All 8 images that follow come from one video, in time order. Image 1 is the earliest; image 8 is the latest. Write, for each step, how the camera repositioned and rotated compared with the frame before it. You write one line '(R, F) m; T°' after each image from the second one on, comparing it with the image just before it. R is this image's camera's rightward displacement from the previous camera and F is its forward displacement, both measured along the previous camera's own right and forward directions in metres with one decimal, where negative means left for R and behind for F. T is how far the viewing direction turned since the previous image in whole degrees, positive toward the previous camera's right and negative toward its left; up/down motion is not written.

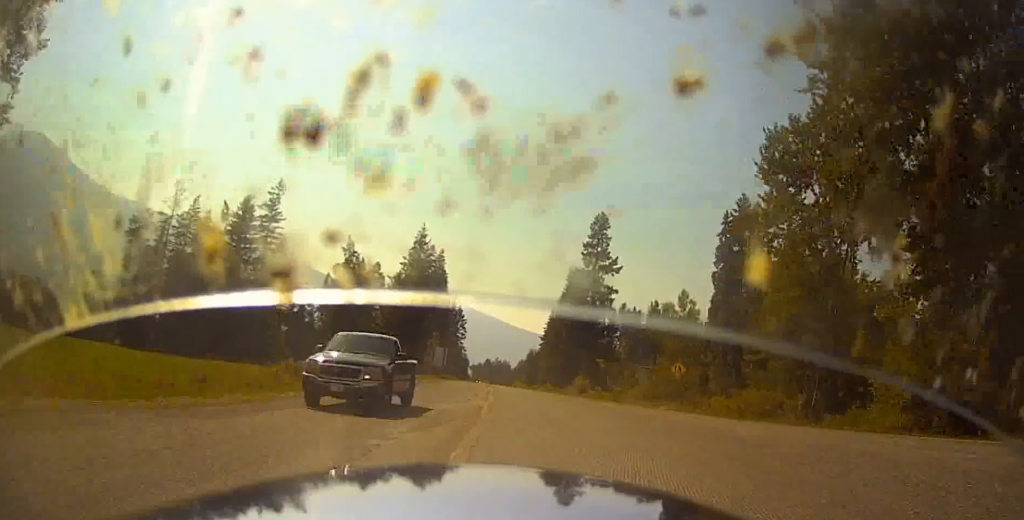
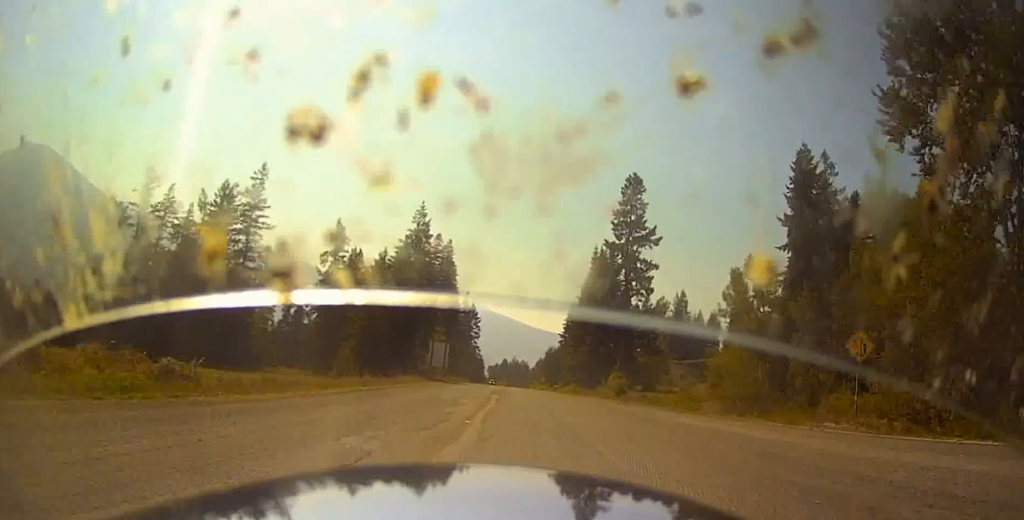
(0.0, +20.0) m; -1°
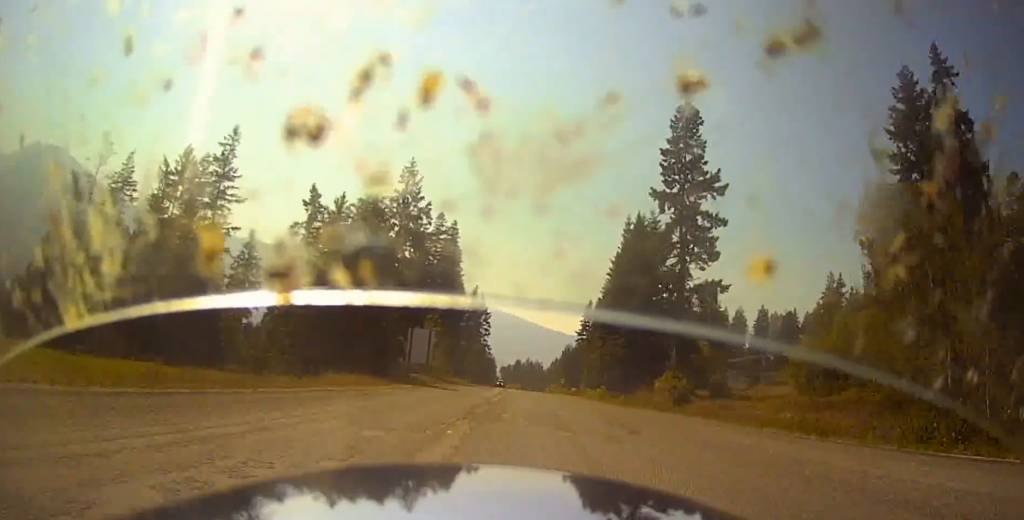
(-0.7, +24.0) m; -3°
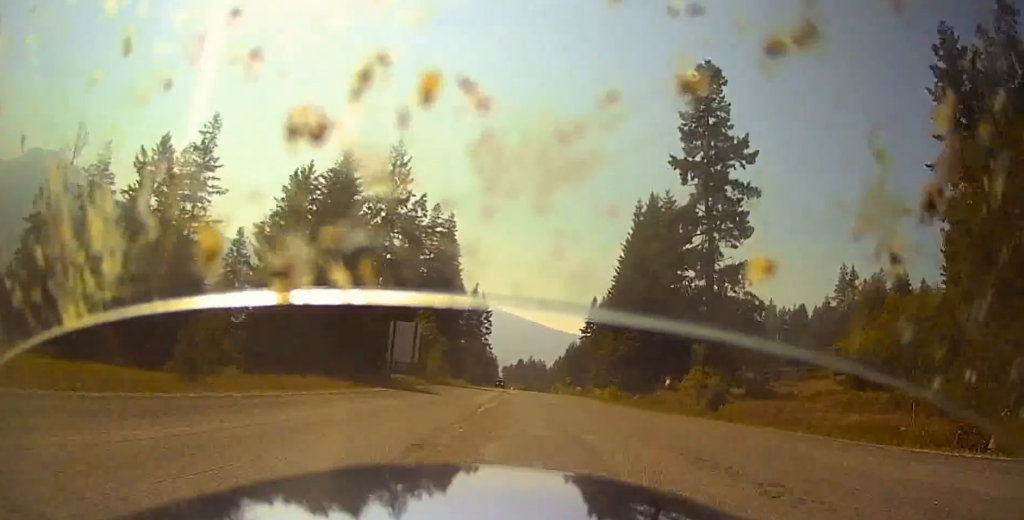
(0.0, +8.9) m; 0°
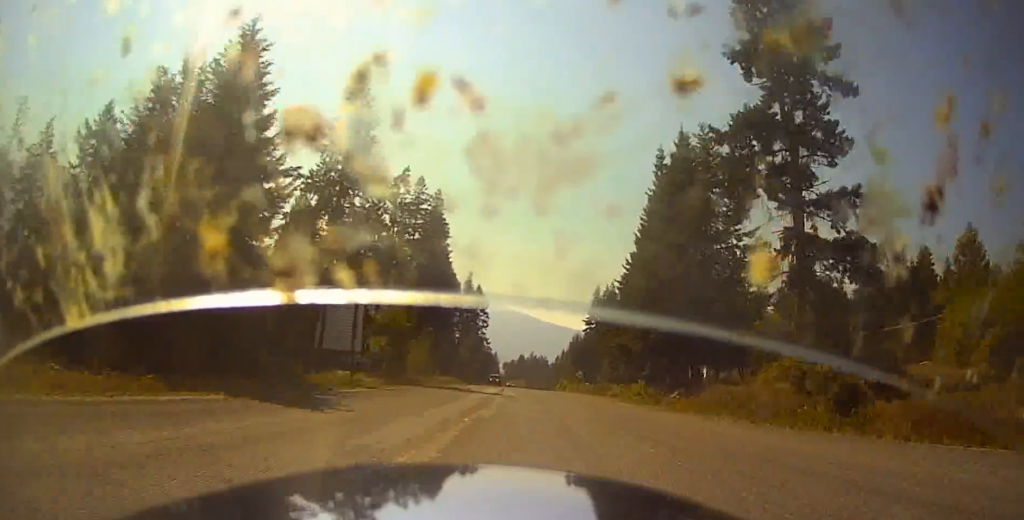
(-0.1, +17.8) m; 0°
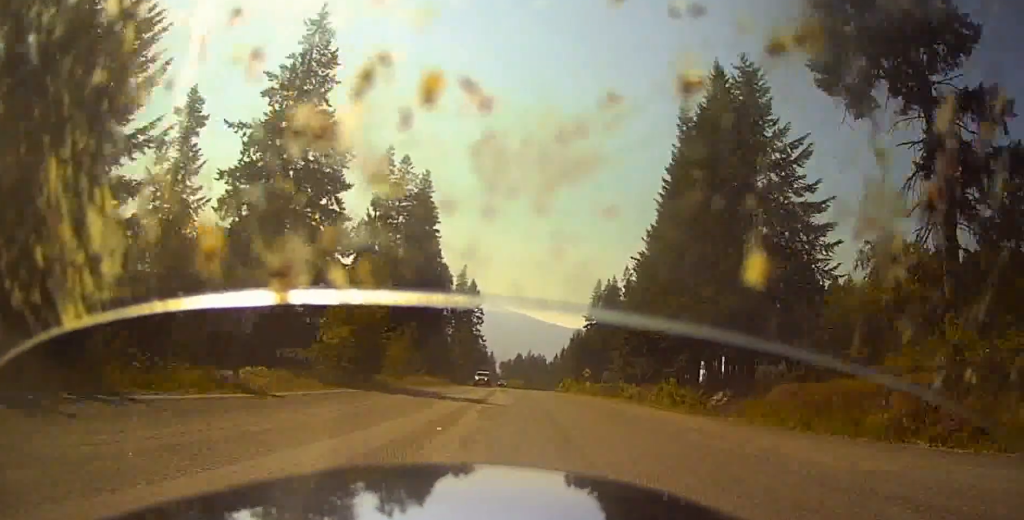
(-0.2, +13.3) m; +1°
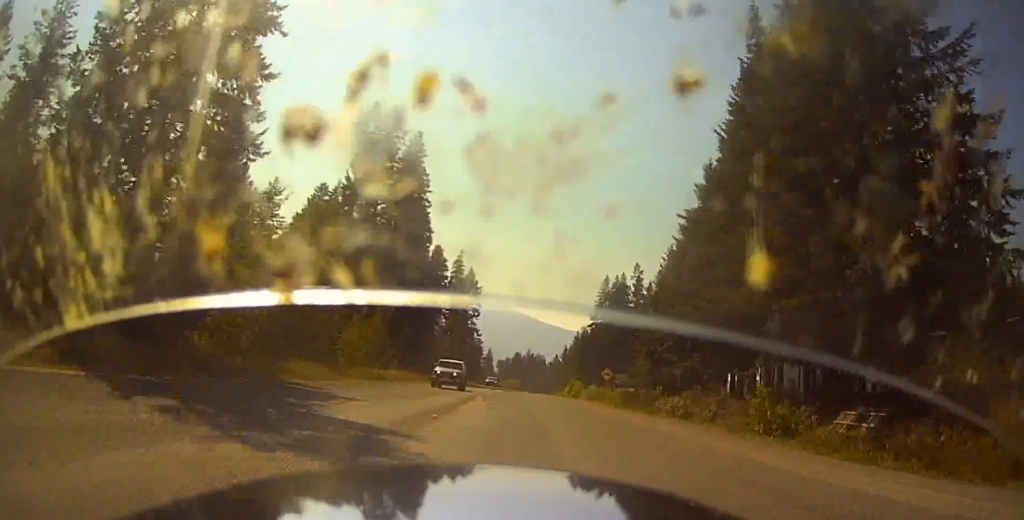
(+0.5, +17.7) m; +1°
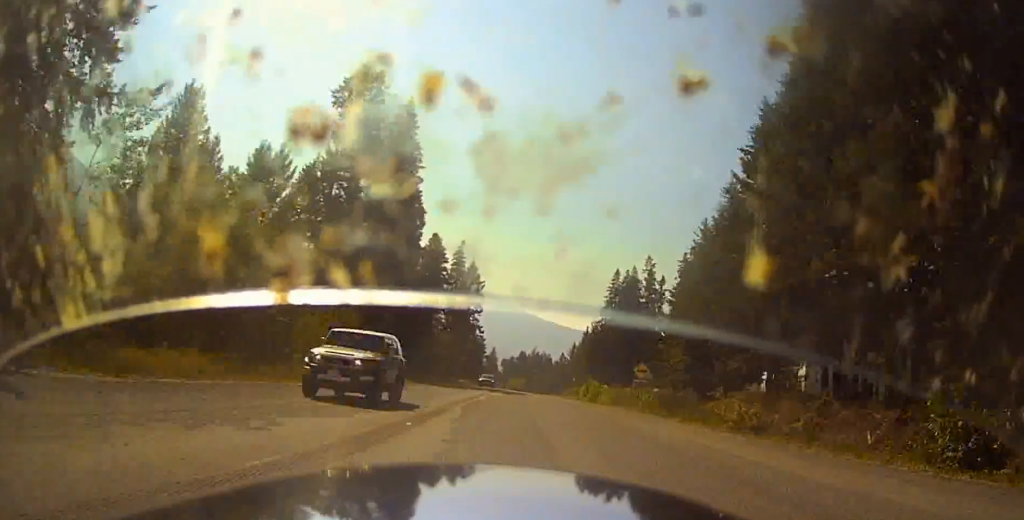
(-0.1, +13.3) m; +1°
